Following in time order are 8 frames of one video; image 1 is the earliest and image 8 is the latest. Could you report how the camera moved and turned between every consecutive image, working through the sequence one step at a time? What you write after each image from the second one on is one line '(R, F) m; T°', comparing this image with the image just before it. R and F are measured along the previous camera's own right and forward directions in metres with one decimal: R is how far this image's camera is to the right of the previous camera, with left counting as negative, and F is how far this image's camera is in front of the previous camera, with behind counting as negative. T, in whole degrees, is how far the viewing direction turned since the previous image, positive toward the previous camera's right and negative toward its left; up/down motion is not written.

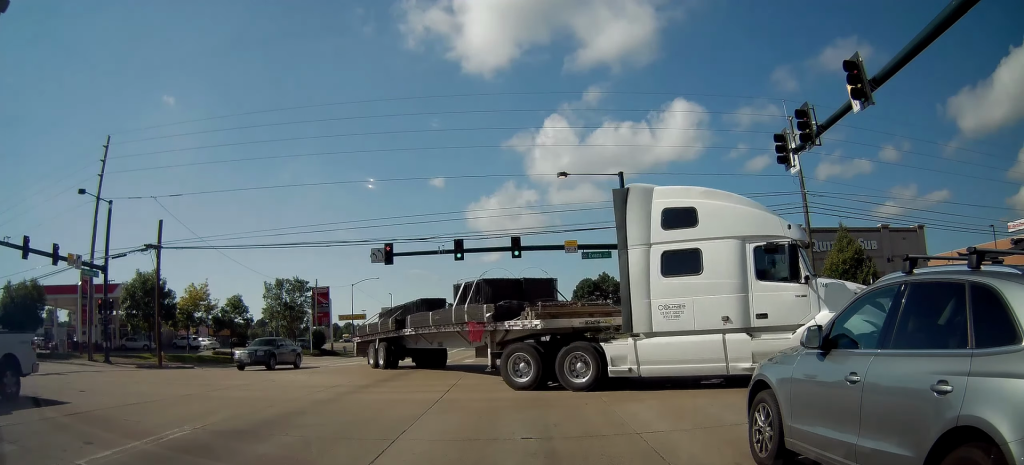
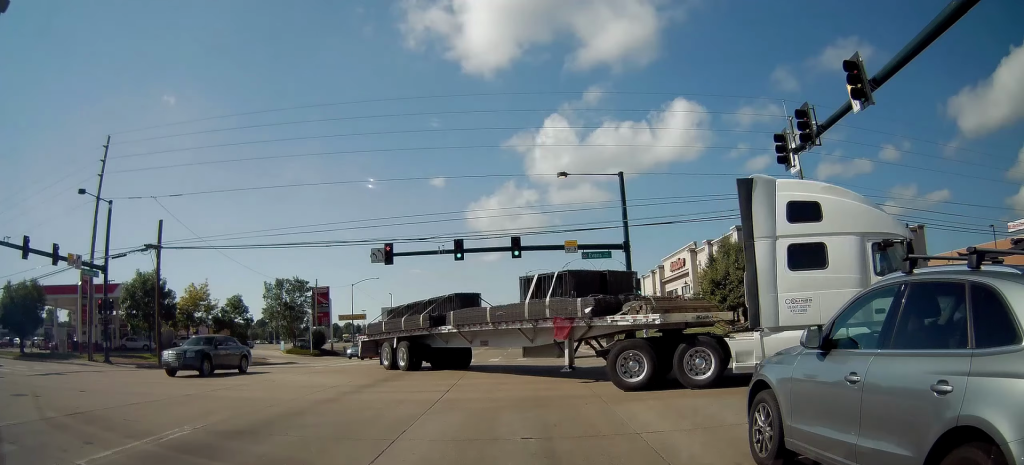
(0.0, 0.0) m; 0°
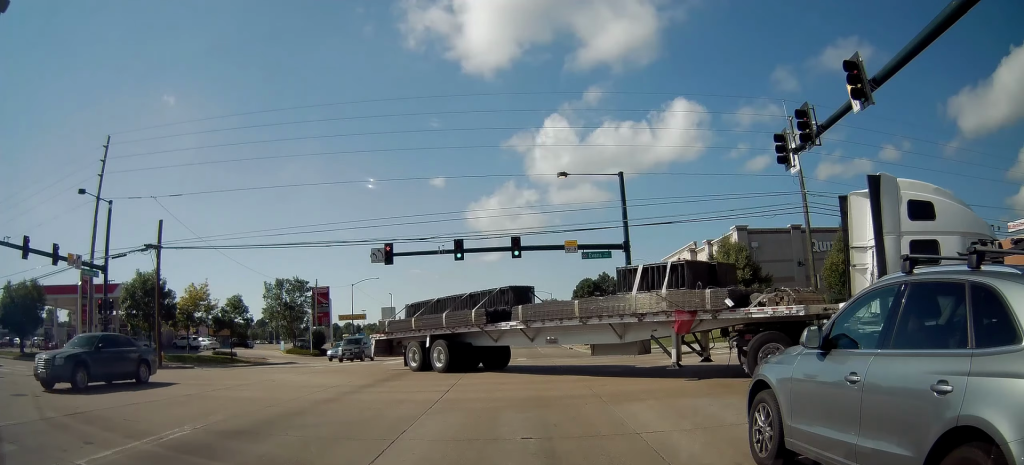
(0.0, 0.0) m; 0°
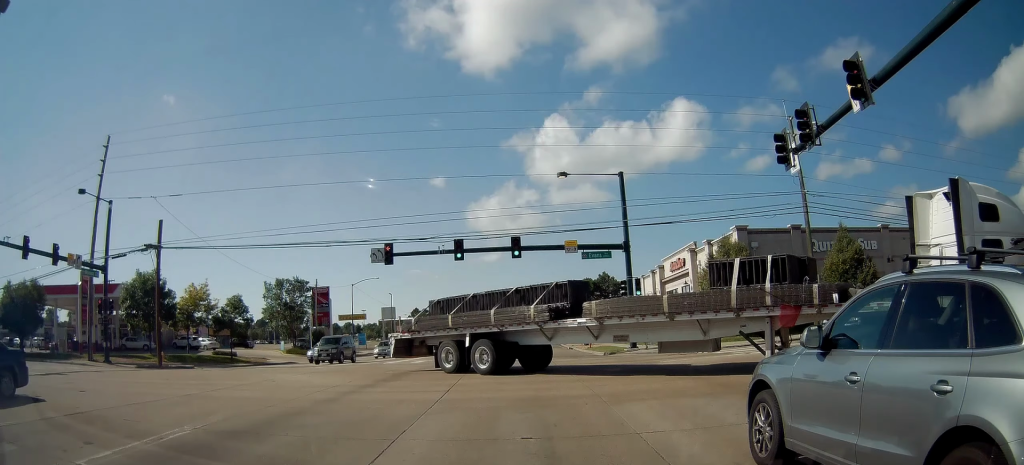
(0.0, 0.0) m; 0°
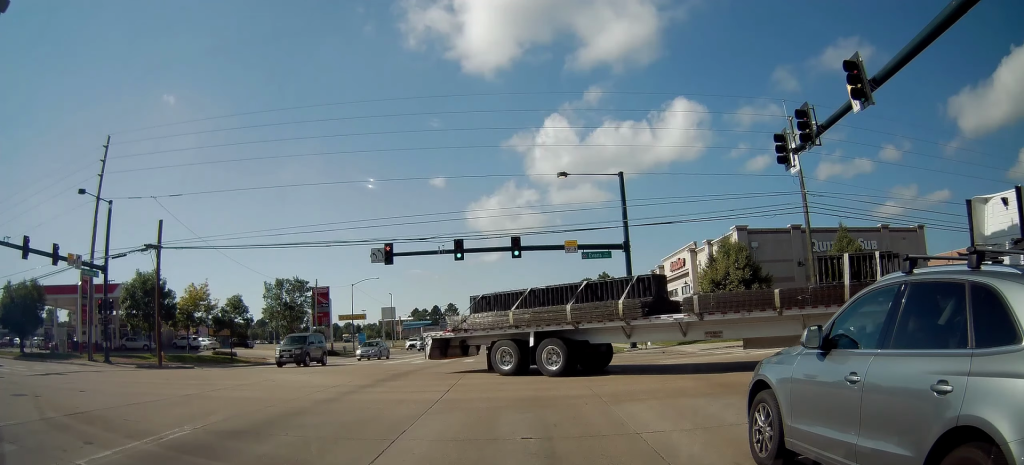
(0.0, 0.0) m; 0°
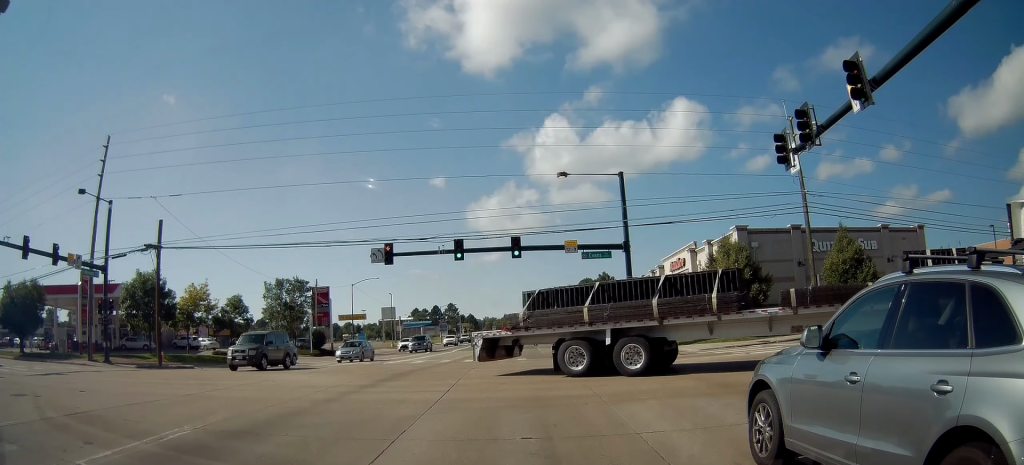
(0.0, 0.0) m; 0°
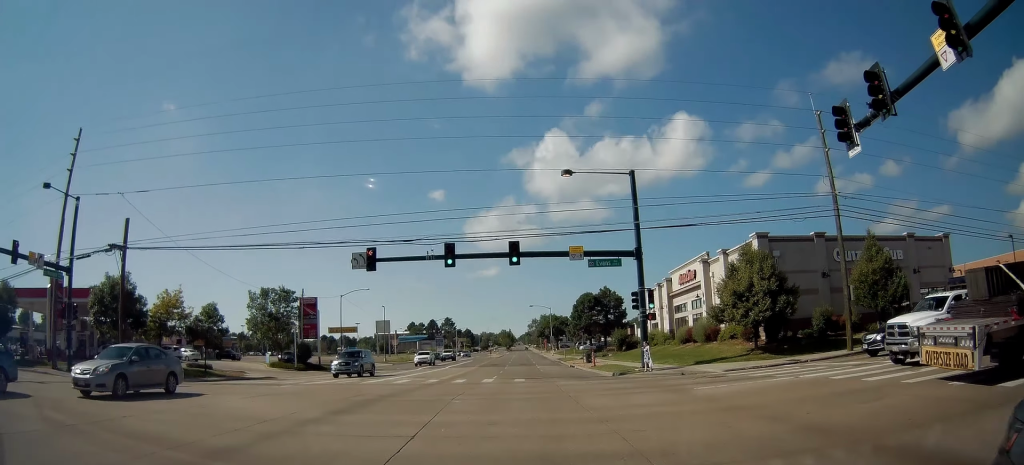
(0.0, +1.7) m; -1°
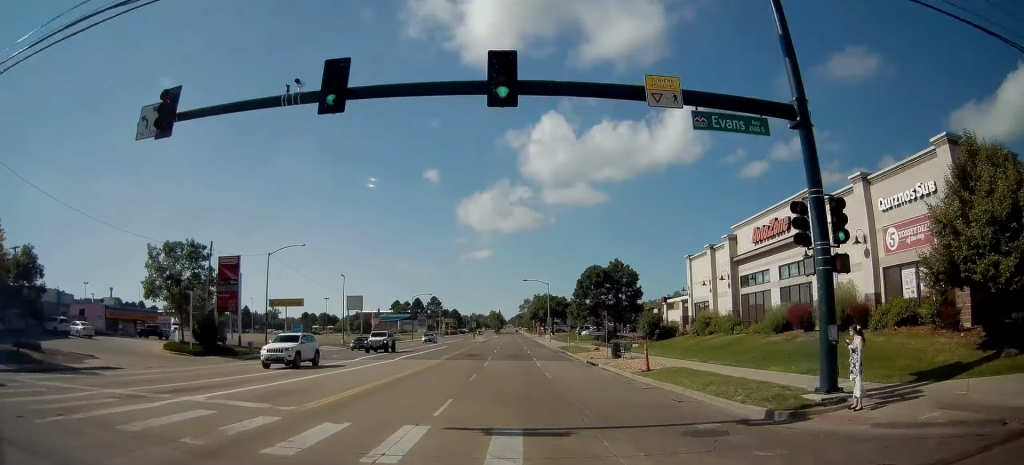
(0.0, +19.8) m; 0°
